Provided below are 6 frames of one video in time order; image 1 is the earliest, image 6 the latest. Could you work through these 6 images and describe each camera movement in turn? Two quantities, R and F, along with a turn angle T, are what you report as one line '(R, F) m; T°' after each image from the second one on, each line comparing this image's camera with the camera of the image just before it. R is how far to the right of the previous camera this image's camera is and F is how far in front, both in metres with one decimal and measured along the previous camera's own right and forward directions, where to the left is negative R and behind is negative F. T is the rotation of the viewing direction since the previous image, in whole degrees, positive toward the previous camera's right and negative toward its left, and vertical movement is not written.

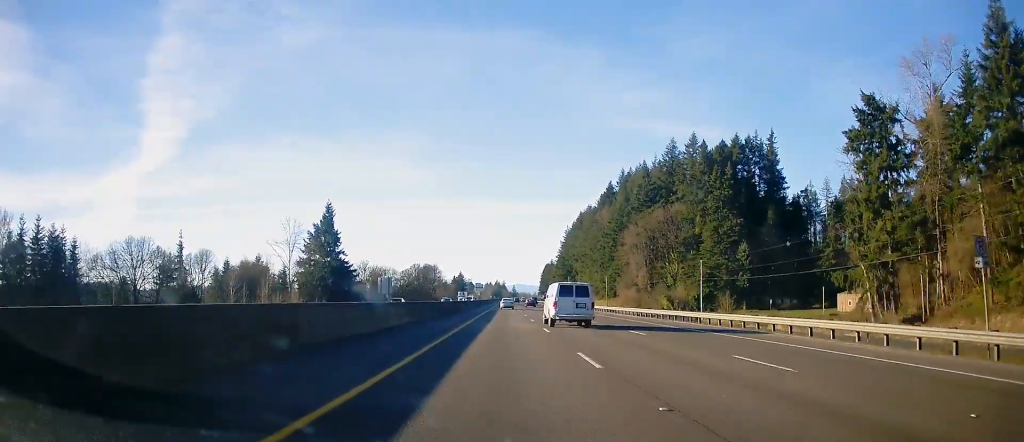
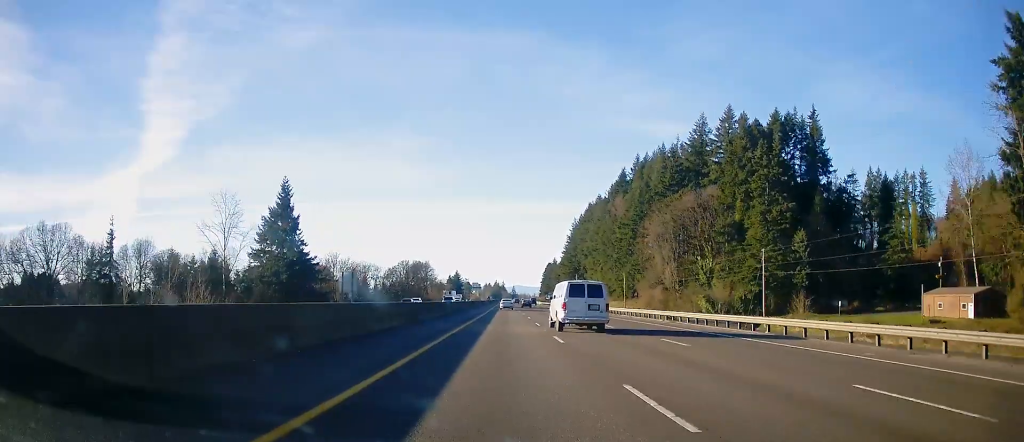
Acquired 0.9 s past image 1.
(-0.1, +29.9) m; 0°
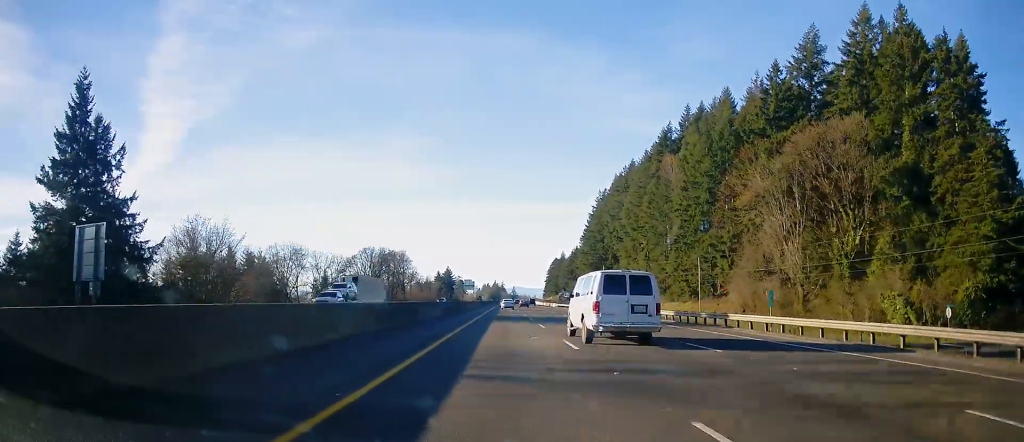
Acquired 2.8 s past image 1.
(+0.4, +64.1) m; 0°
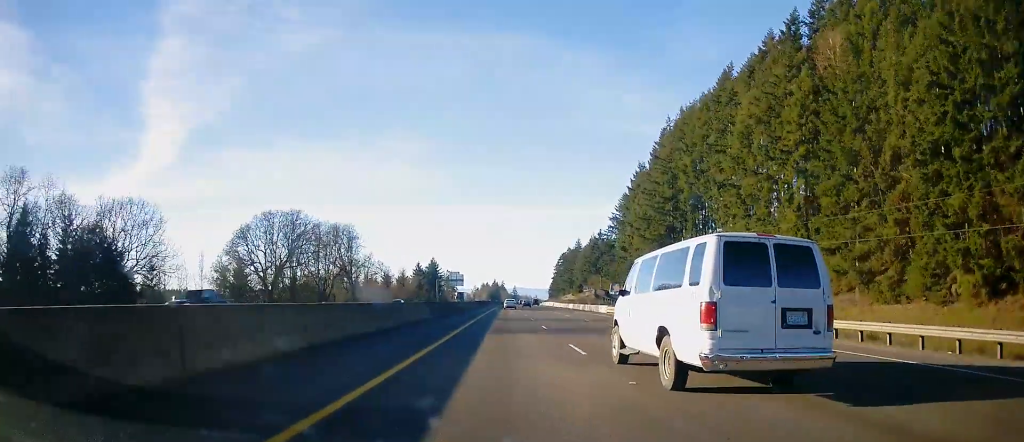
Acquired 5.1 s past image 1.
(-0.2, +75.2) m; 0°
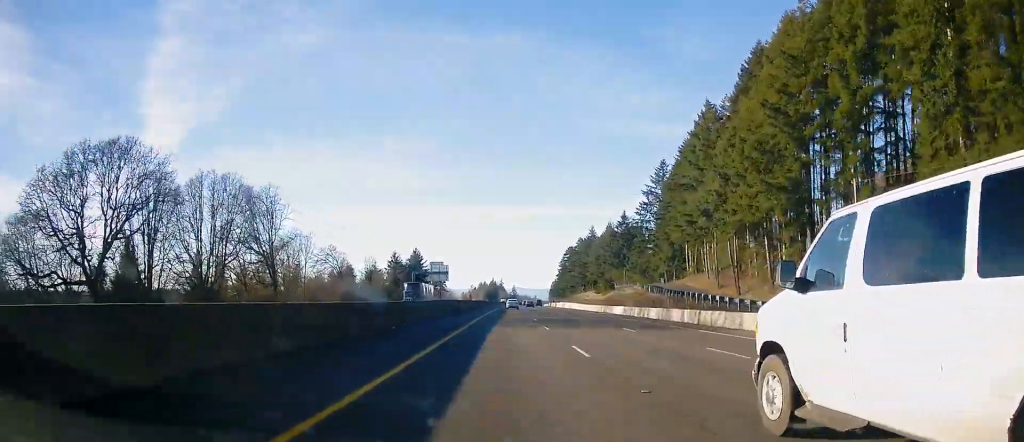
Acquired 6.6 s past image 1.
(0.0, +49.9) m; 0°
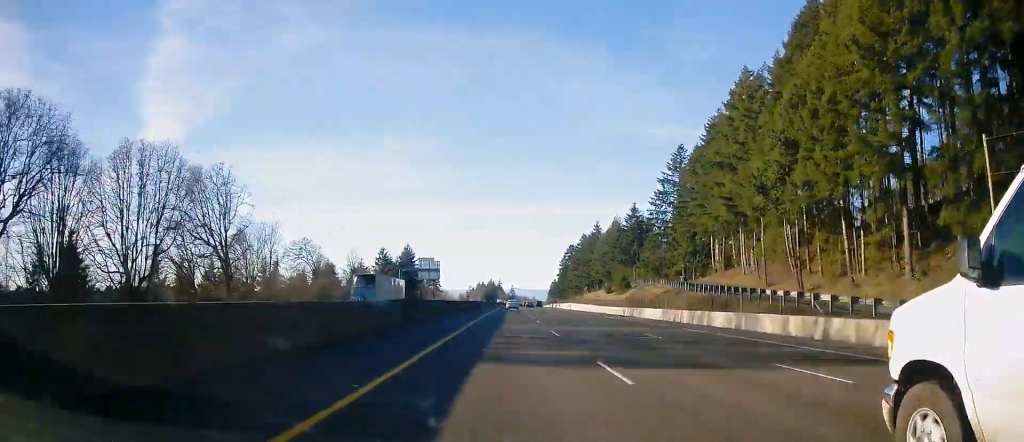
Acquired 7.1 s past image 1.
(0.0, +16.7) m; 0°
